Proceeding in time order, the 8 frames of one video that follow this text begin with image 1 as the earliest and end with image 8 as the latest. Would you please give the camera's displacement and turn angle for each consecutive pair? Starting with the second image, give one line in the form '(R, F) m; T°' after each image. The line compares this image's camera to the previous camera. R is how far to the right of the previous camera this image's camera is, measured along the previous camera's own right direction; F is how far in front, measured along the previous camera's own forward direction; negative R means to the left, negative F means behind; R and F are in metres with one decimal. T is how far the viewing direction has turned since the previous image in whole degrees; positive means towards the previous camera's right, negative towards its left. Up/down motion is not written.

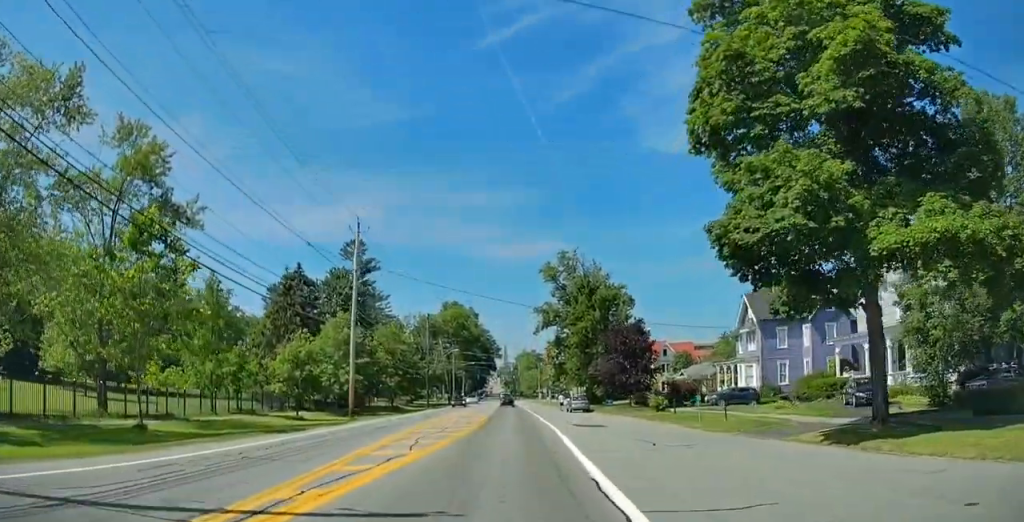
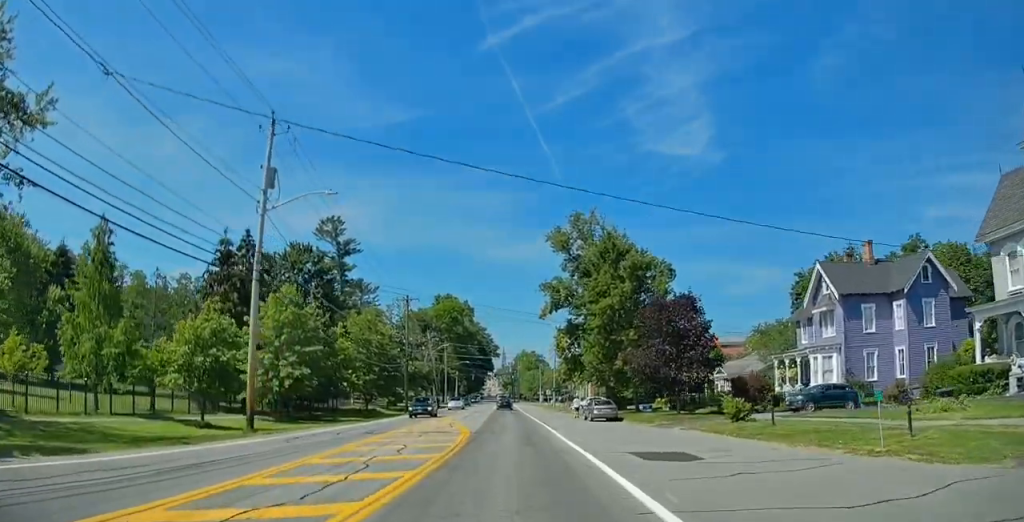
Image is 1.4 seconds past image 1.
(-0.3, +15.7) m; 0°
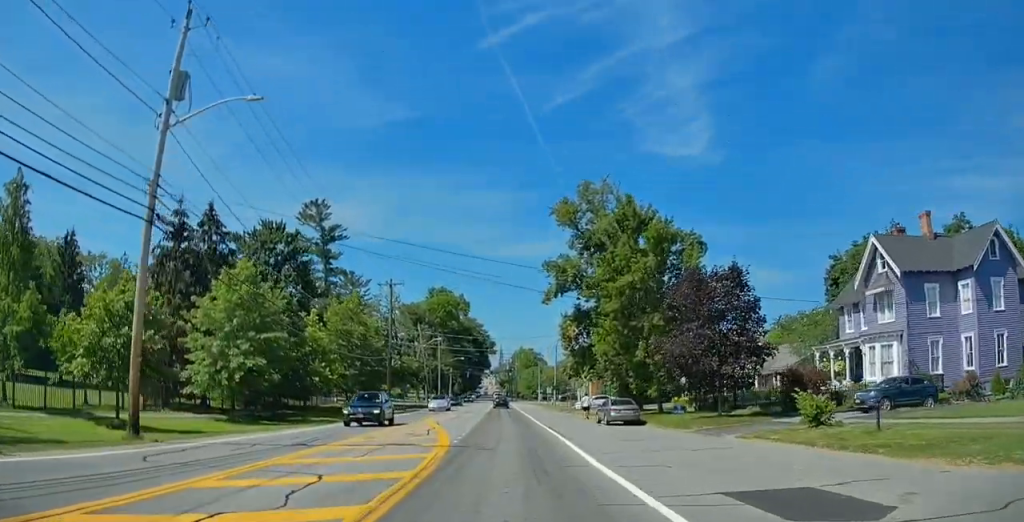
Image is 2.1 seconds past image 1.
(+0.2, +8.1) m; 0°
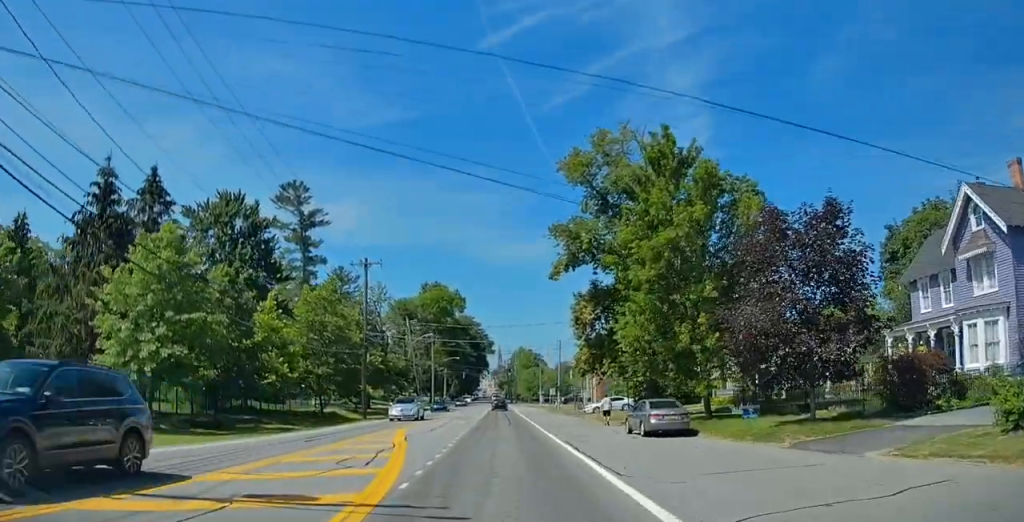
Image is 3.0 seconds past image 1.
(-0.1, +9.7) m; 0°
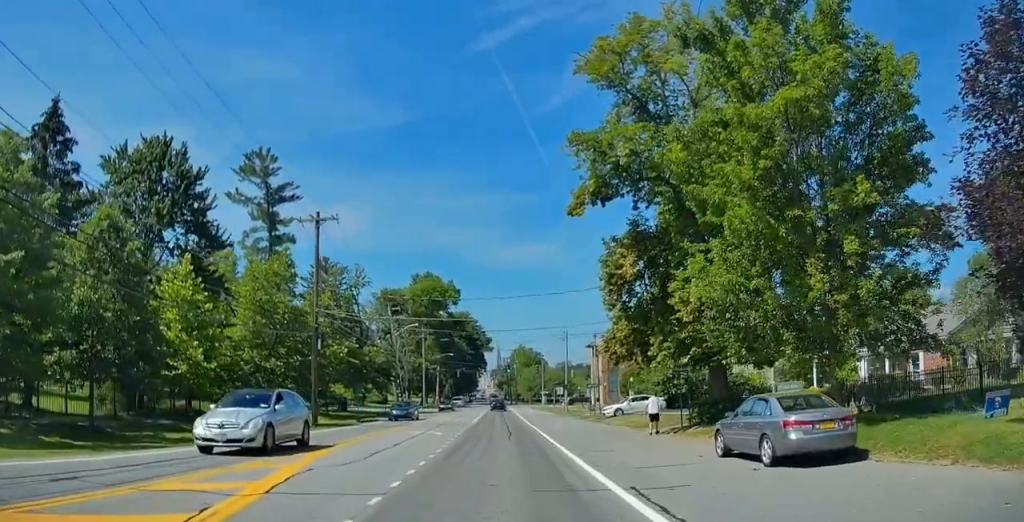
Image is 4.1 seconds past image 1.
(+0.1, +12.5) m; +1°
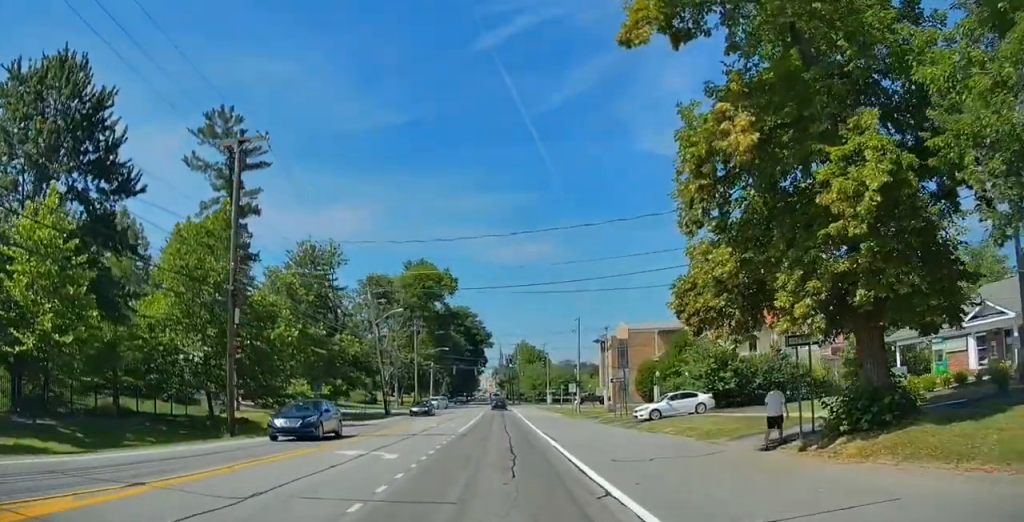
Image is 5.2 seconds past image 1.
(0.0, +11.8) m; -1°
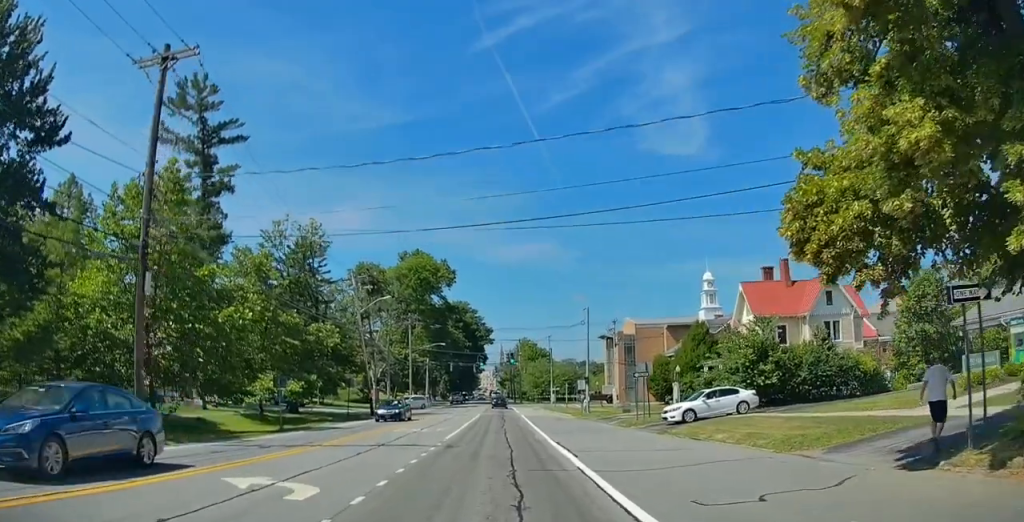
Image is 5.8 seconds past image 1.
(-0.1, +6.6) m; -1°
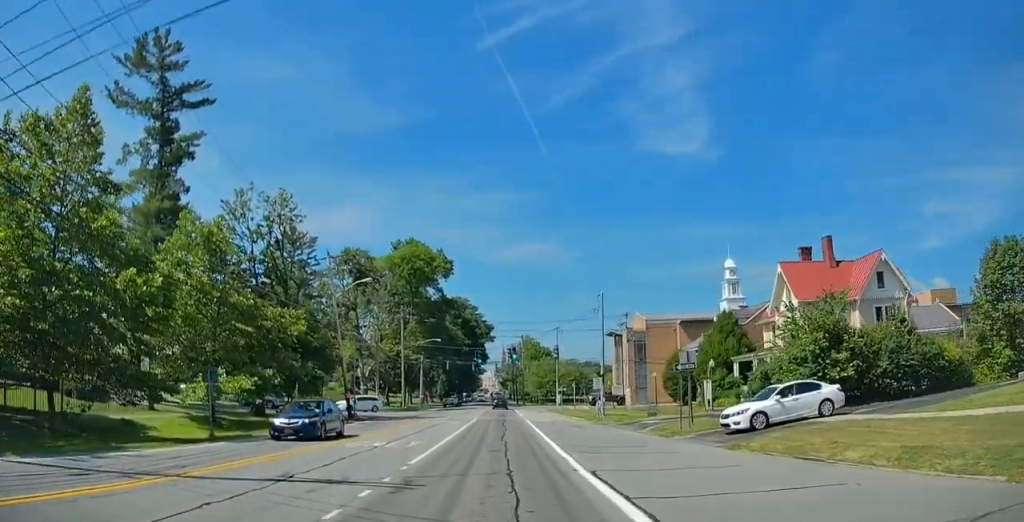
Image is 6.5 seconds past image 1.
(-0.1, +8.4) m; 0°
